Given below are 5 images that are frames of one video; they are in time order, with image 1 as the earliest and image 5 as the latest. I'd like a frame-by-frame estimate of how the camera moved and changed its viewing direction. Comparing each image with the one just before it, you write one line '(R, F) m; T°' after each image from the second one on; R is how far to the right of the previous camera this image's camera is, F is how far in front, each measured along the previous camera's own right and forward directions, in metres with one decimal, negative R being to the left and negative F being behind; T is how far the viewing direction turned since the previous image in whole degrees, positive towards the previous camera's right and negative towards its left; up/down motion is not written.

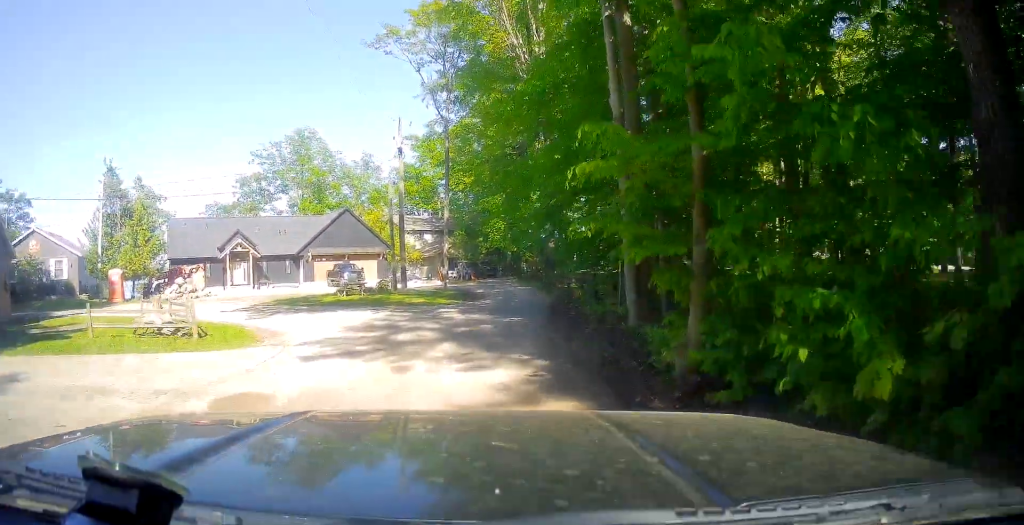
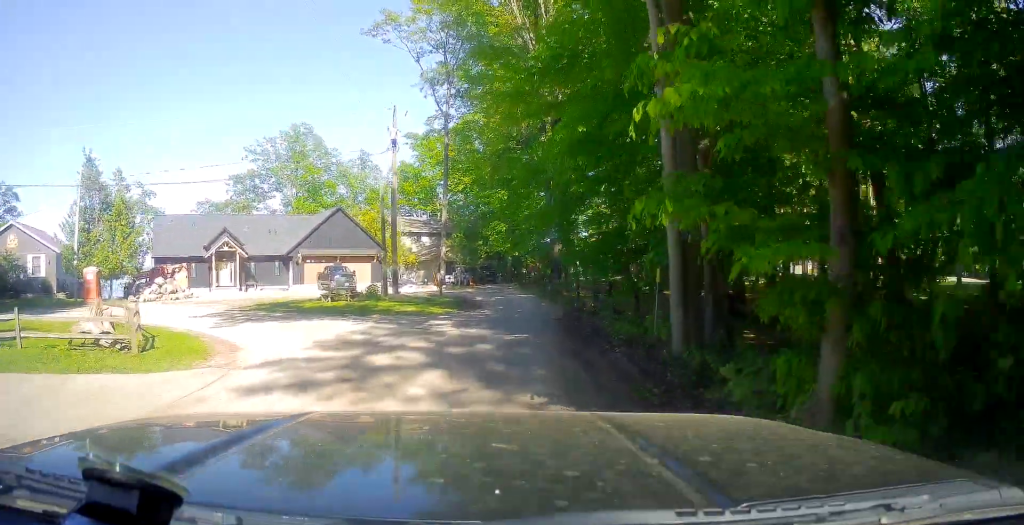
(-0.2, +2.9) m; -6°
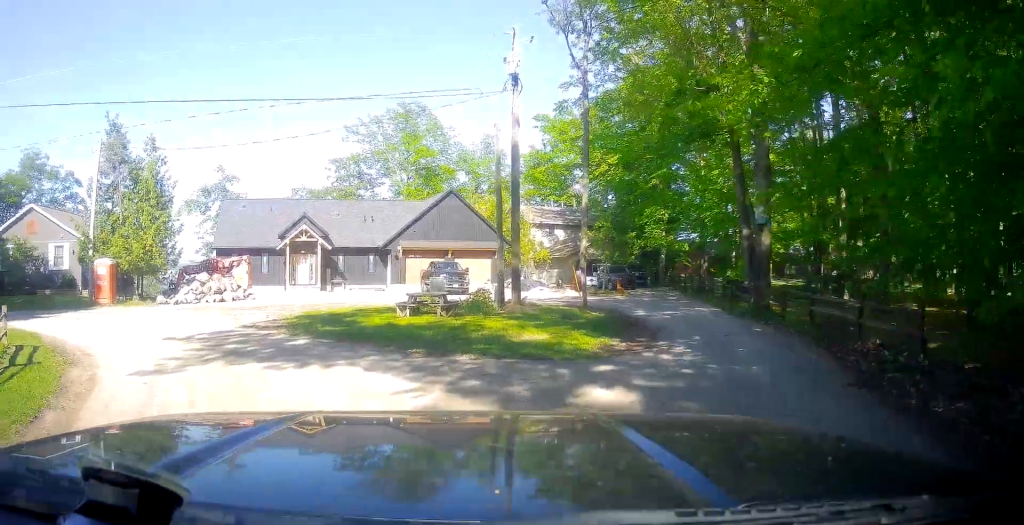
(-2.5, +10.7) m; -24°
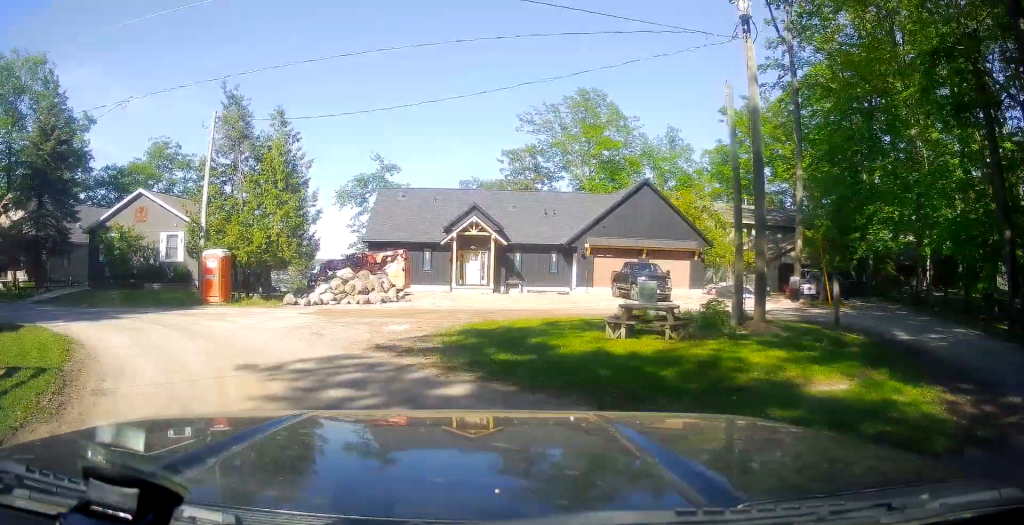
(-0.8, +6.2) m; -13°
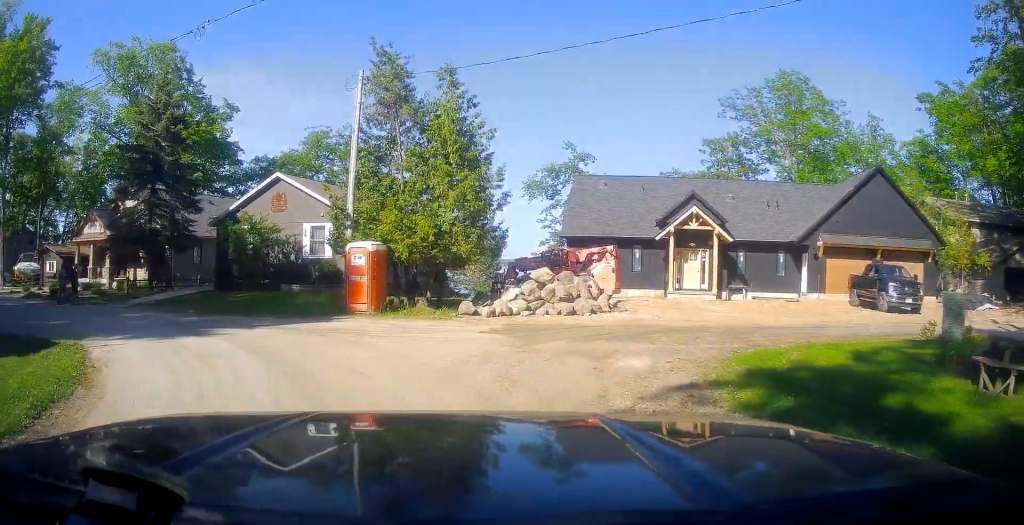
(-0.4, +6.3) m; -7°
